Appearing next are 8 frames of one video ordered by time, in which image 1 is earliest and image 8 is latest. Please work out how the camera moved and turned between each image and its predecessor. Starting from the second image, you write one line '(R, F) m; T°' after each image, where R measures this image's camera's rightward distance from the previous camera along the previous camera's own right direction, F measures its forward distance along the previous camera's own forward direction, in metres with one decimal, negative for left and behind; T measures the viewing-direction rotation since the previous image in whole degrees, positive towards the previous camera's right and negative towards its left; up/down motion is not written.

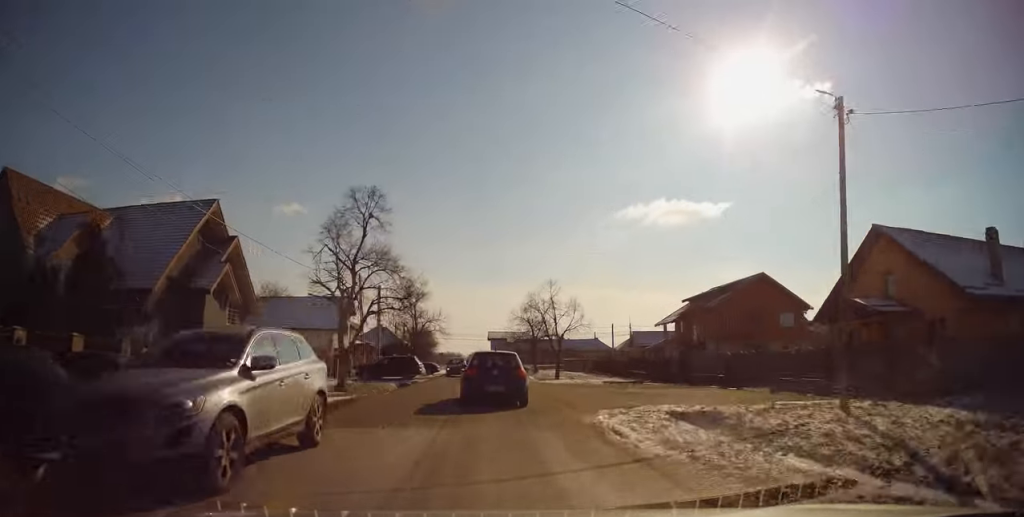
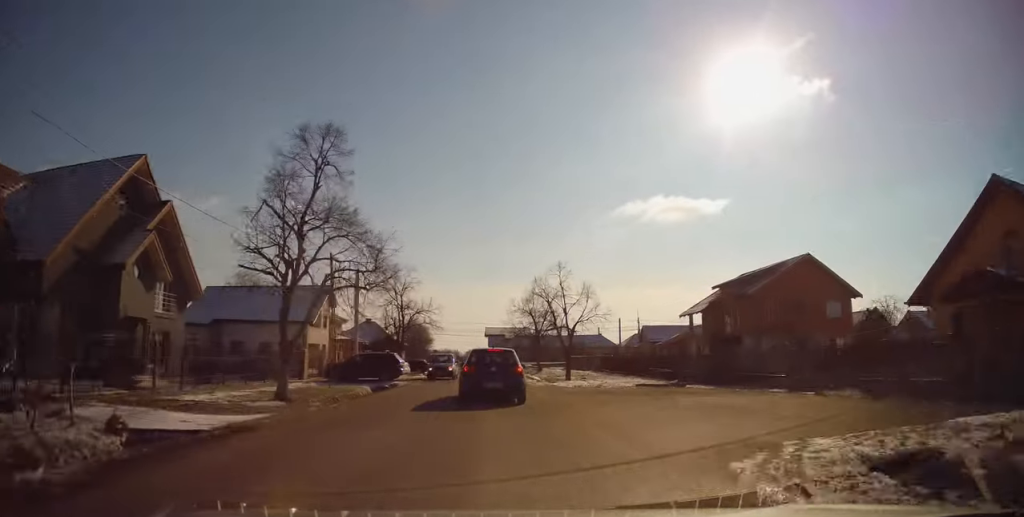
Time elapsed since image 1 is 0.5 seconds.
(+0.2, +7.6) m; 0°
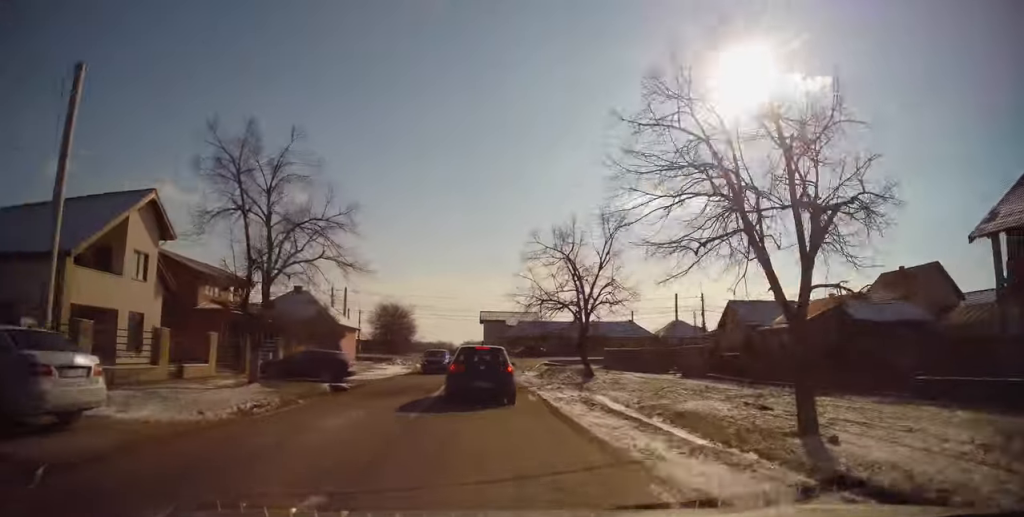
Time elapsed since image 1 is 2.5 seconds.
(-0.1, +30.6) m; 0°
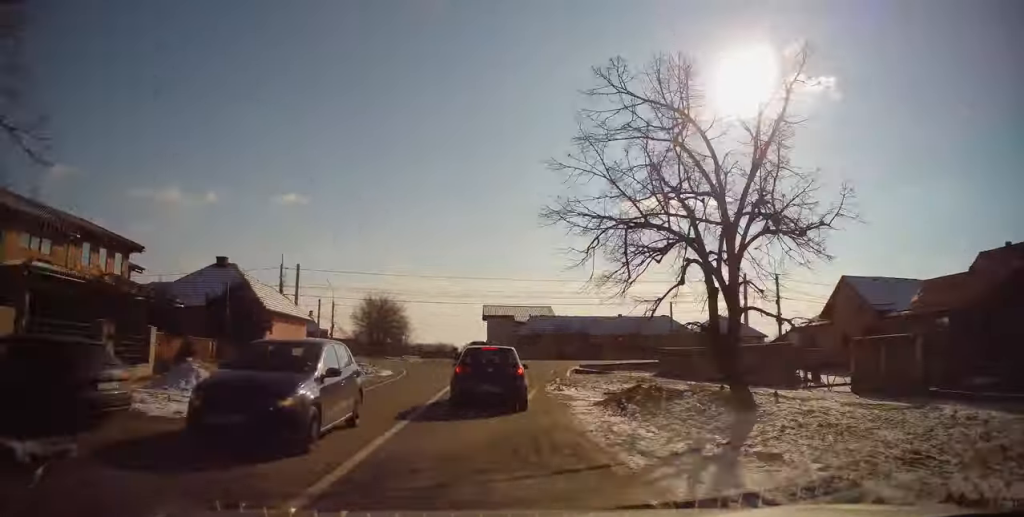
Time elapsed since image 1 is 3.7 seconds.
(-0.3, +17.4) m; -1°
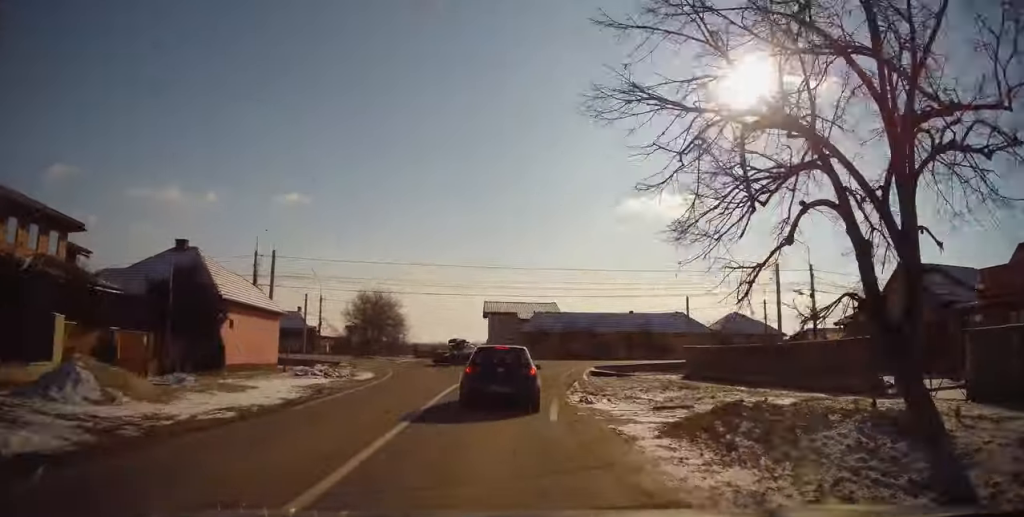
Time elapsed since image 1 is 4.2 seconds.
(+0.1, +5.6) m; +1°
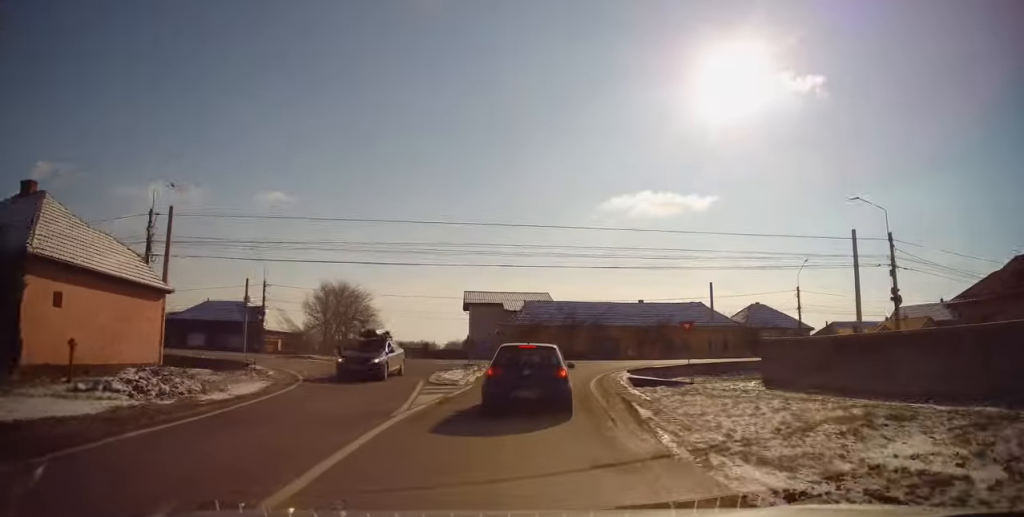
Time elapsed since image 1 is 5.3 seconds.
(+0.1, +12.1) m; +2°
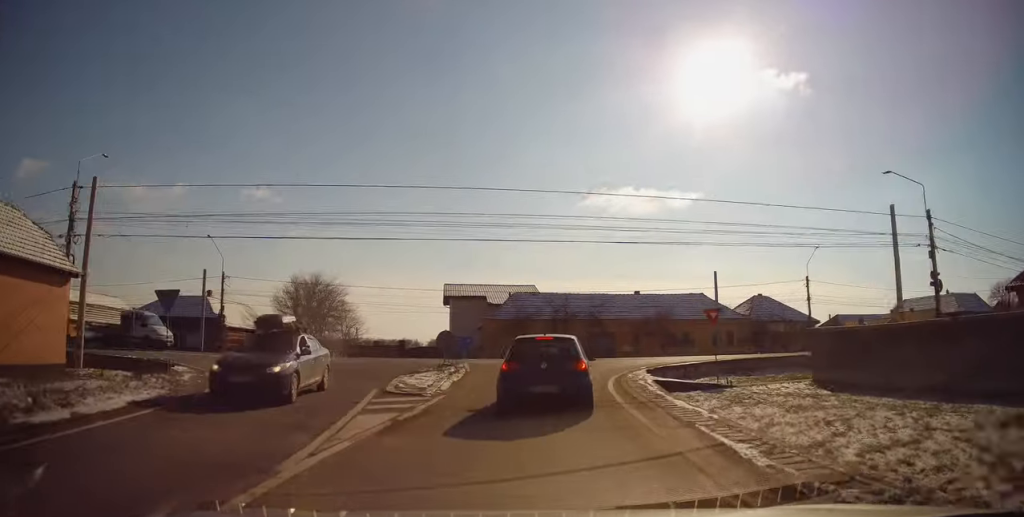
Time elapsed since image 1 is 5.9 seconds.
(0.0, +5.4) m; +1°
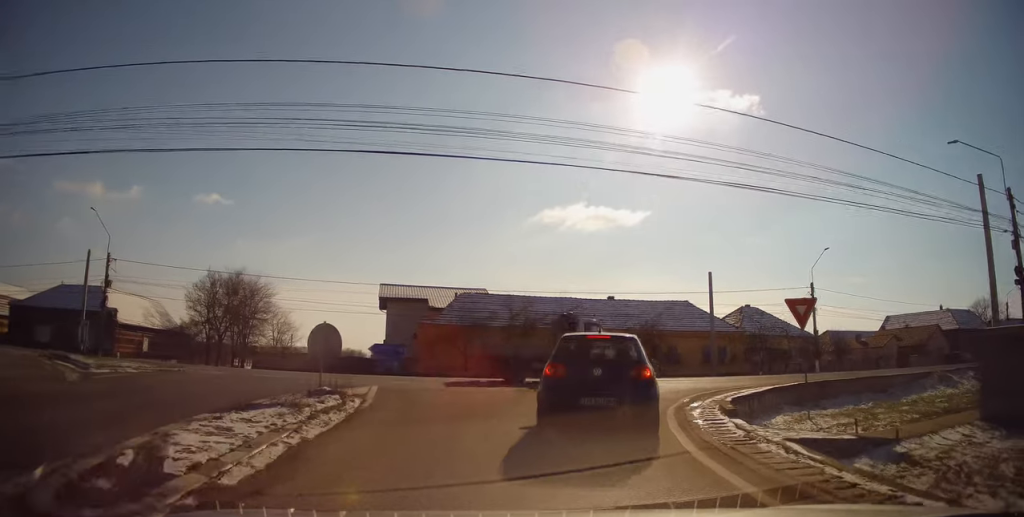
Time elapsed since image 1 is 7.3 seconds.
(+0.6, +9.9) m; +6°
